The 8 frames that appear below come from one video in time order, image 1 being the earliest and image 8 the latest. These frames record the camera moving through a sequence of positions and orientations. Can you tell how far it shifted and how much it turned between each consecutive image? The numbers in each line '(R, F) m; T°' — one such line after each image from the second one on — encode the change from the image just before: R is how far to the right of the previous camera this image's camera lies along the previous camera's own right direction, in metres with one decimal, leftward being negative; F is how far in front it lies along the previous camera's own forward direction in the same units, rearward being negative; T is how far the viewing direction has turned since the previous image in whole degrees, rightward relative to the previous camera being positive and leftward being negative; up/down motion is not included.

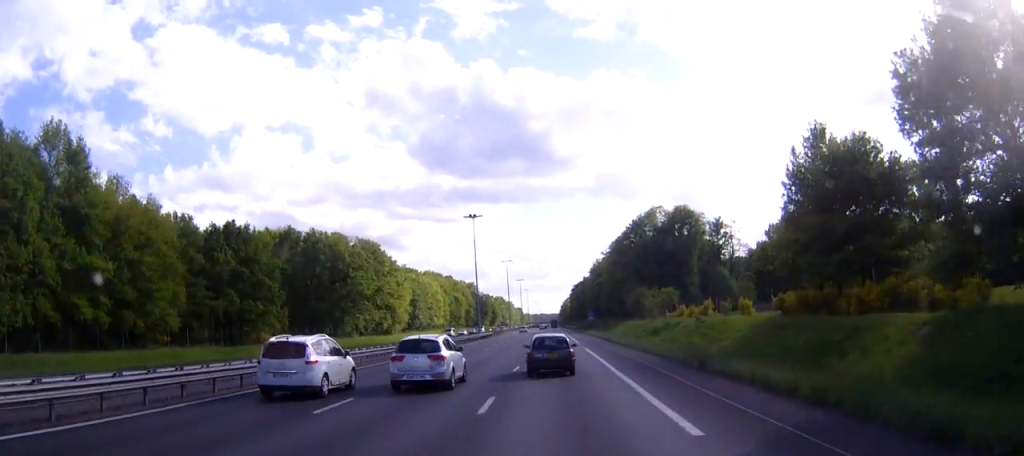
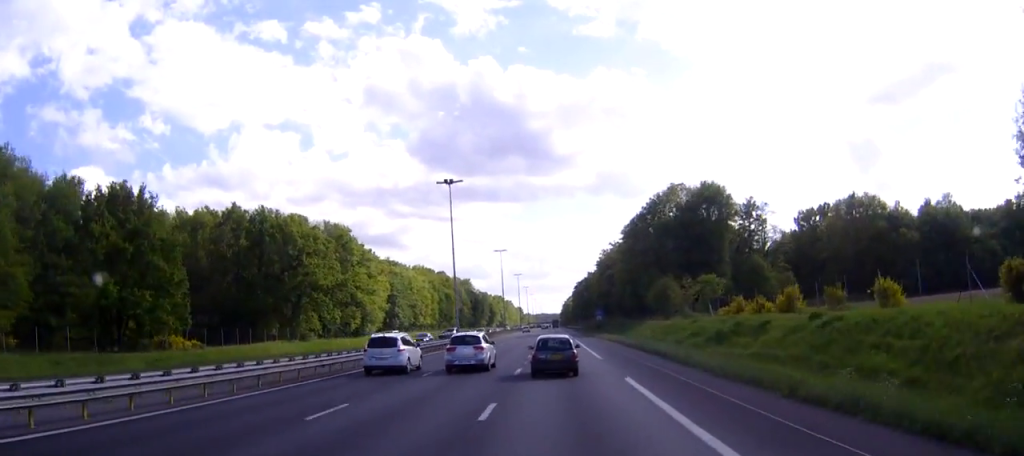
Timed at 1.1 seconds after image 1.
(0.0, +27.0) m; 0°
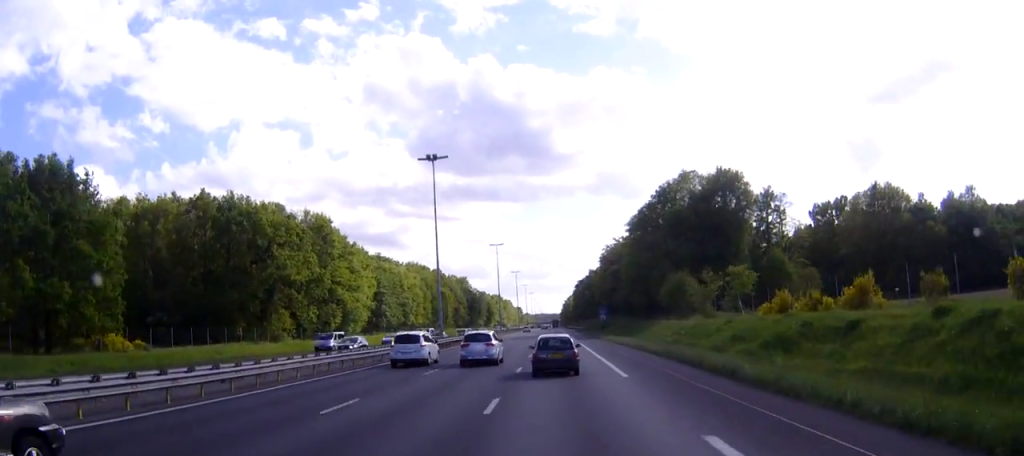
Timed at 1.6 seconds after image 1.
(0.0, +12.3) m; 0°
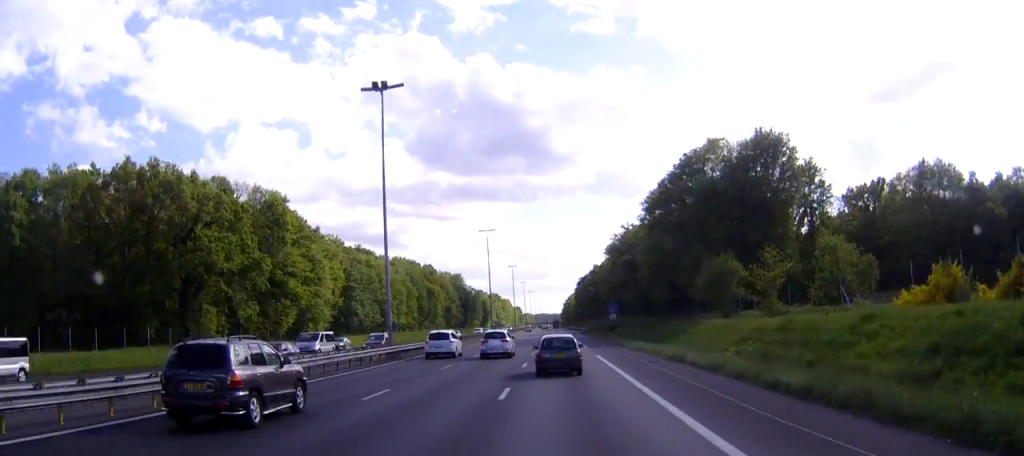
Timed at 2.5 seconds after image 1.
(0.0, +22.7) m; 0°
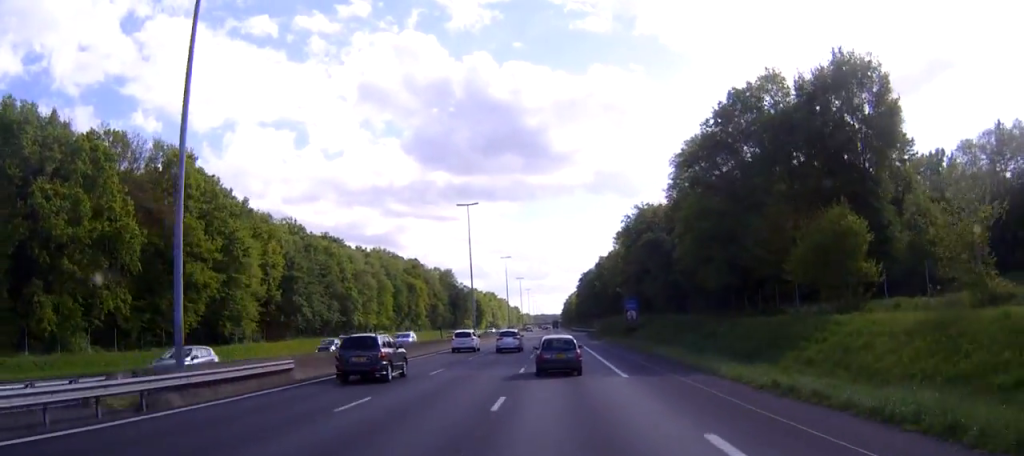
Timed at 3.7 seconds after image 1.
(+0.1, +28.5) m; 0°
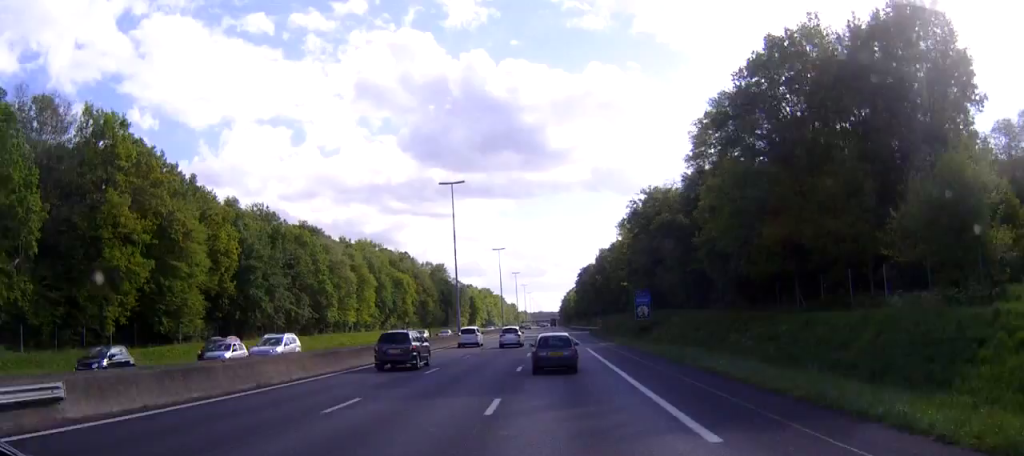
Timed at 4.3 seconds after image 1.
(-0.1, +13.9) m; 0°
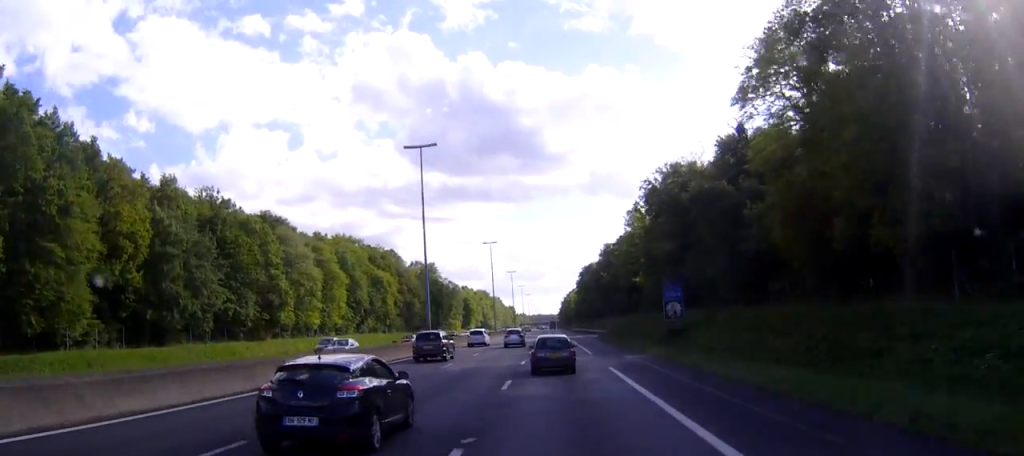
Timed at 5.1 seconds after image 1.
(0.0, +20.4) m; 0°
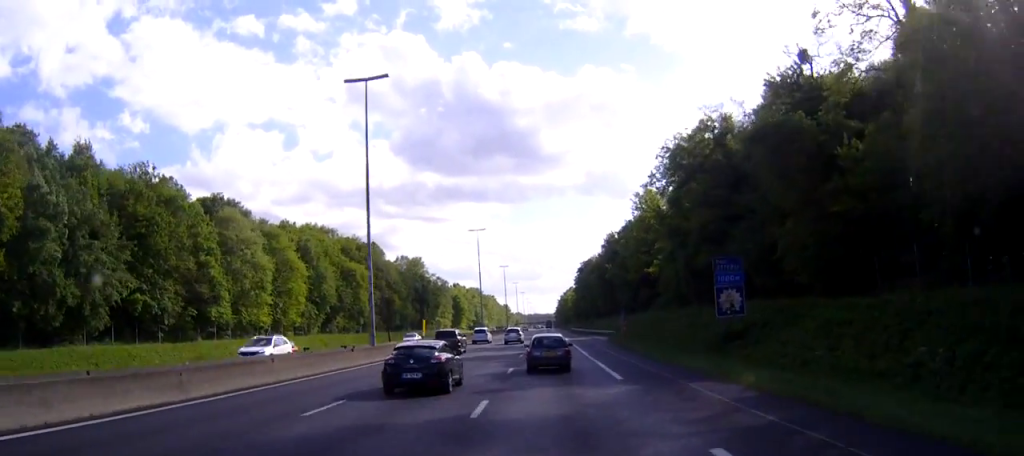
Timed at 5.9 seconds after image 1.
(+0.1, +19.6) m; 0°
